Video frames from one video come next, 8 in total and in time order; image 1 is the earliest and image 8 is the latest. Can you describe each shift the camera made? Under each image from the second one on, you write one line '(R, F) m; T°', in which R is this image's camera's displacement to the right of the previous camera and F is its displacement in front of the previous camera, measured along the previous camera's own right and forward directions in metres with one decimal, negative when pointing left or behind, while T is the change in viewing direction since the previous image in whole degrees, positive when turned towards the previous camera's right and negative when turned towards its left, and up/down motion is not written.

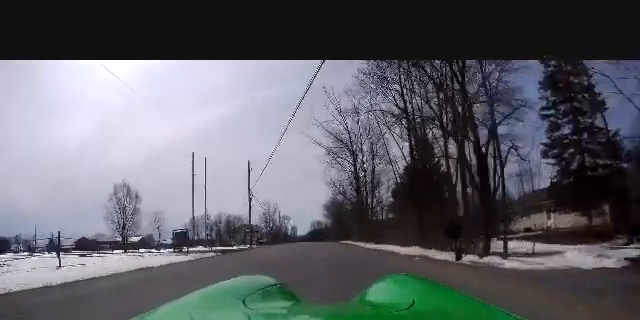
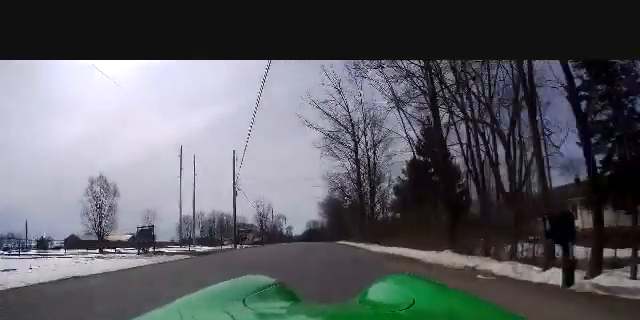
(-0.1, +5.6) m; -1°
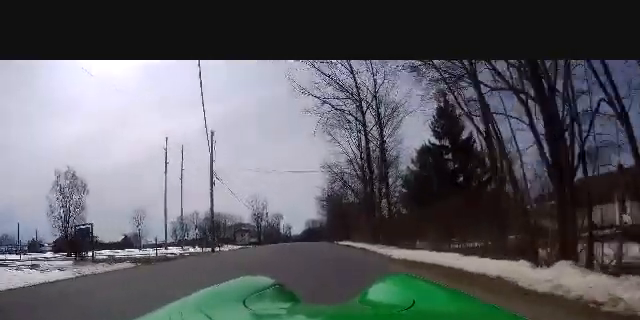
(0.0, +7.3) m; 0°
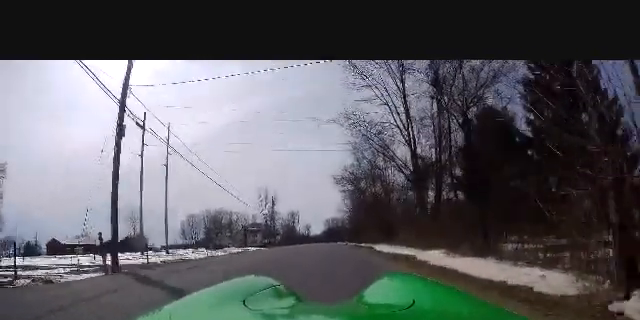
(0.0, +17.2) m; 0°
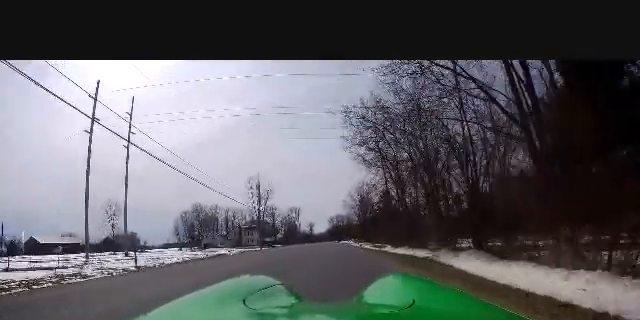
(0.0, +15.2) m; -3°
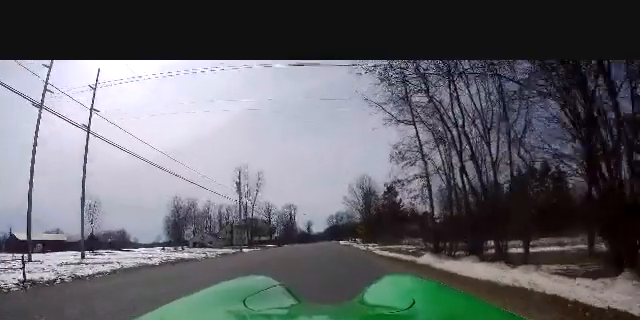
(-0.4, +9.9) m; 0°
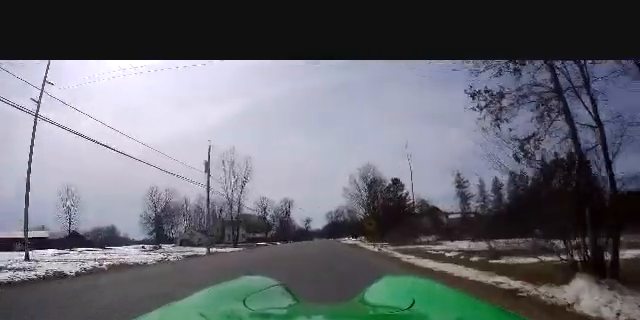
(+0.4, +9.6) m; 0°
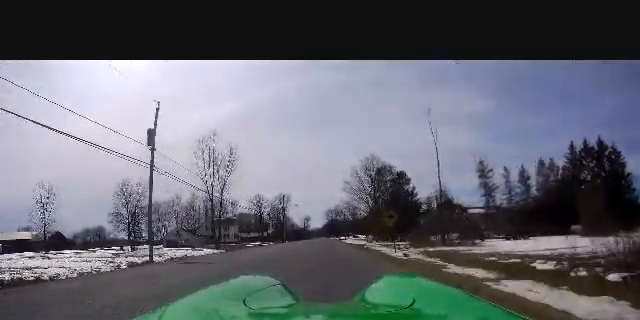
(-0.4, +9.1) m; 0°
